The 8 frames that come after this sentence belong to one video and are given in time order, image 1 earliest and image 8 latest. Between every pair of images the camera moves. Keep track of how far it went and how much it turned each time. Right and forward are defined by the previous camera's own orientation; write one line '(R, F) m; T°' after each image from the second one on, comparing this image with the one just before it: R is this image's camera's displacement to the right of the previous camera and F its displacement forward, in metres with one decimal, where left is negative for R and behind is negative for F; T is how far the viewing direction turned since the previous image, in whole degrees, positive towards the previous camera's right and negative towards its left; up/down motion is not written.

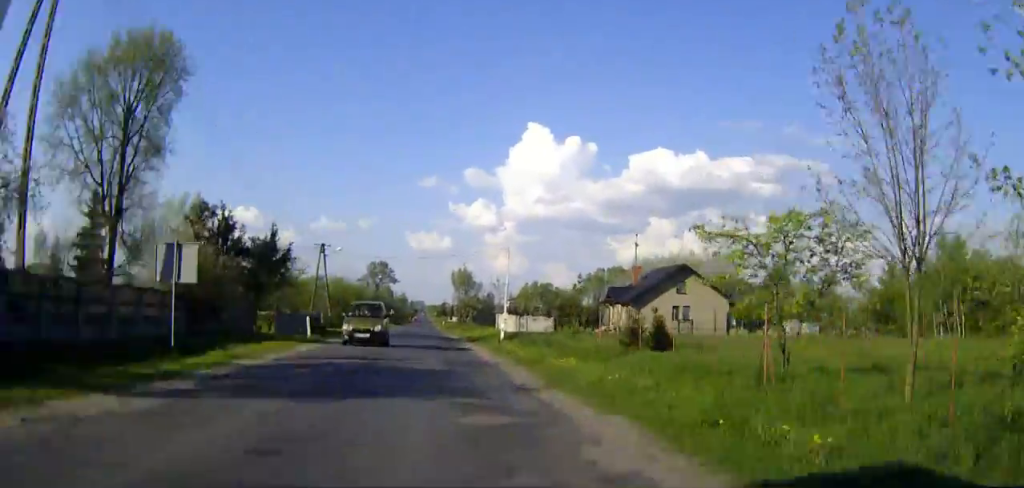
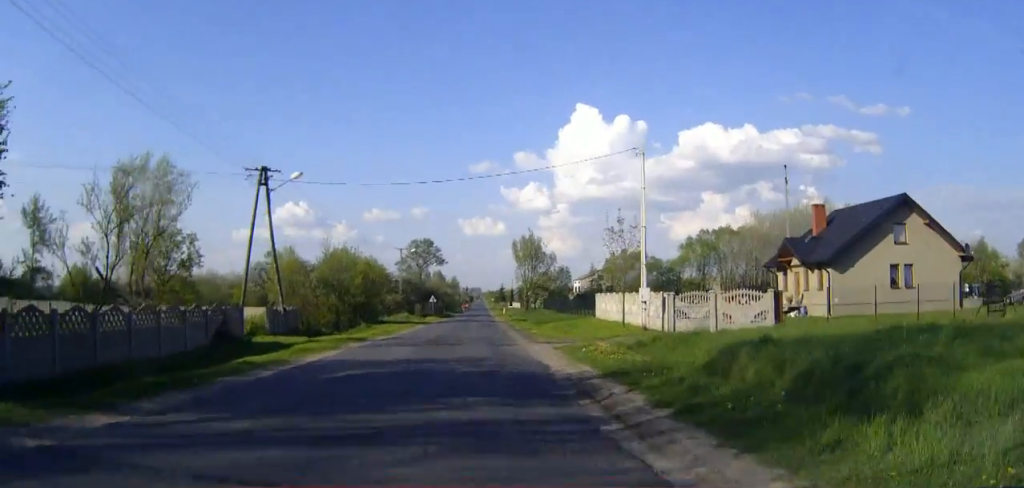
(-2.3, +34.4) m; -6°
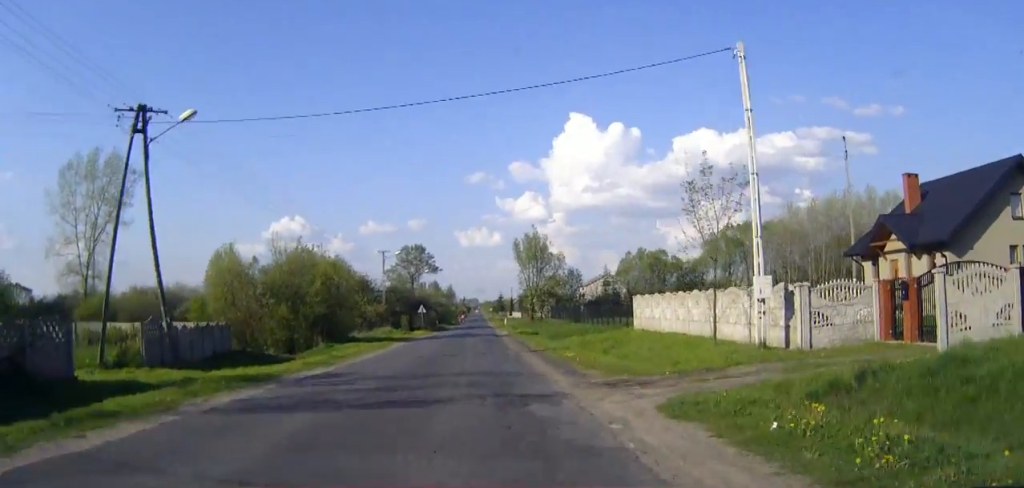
(0.0, +13.1) m; 0°
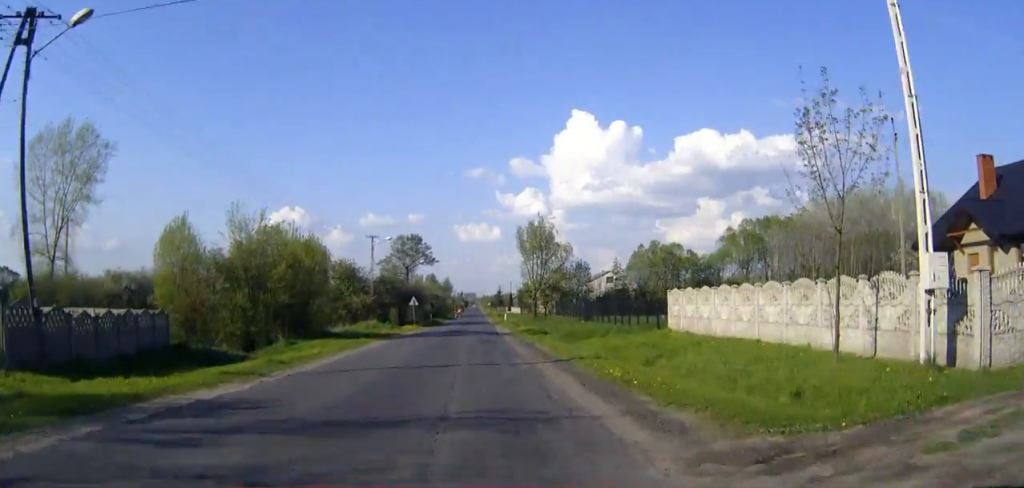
(0.0, +7.3) m; 0°
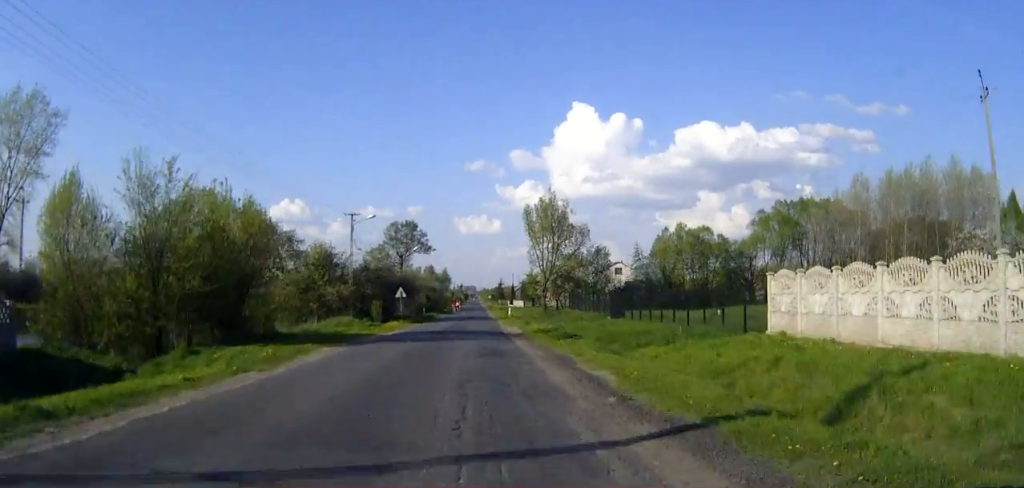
(0.0, +11.0) m; 0°
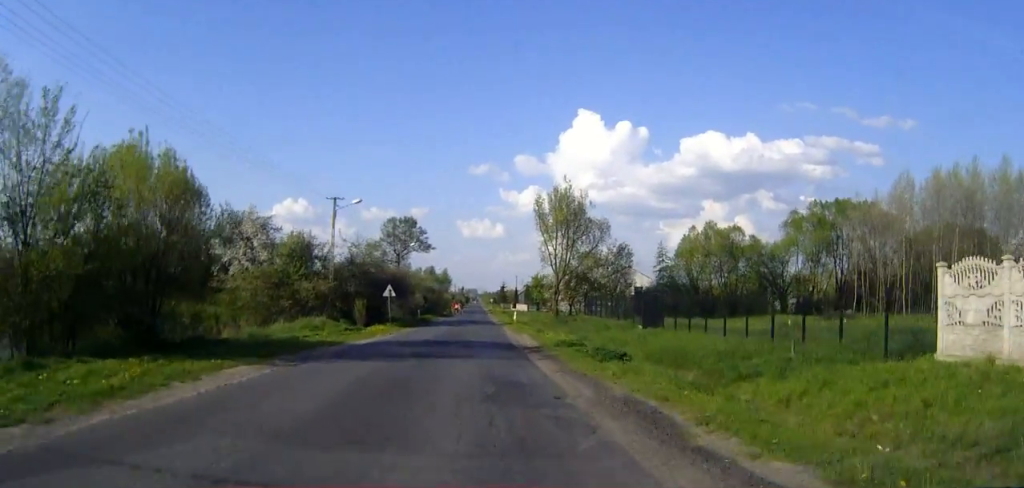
(0.0, +8.2) m; 0°
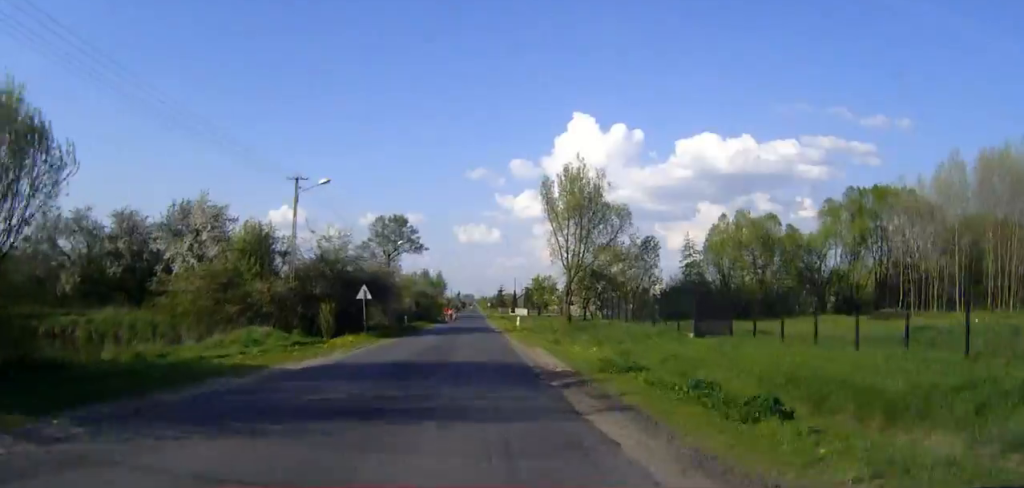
(0.0, +9.2) m; 0°
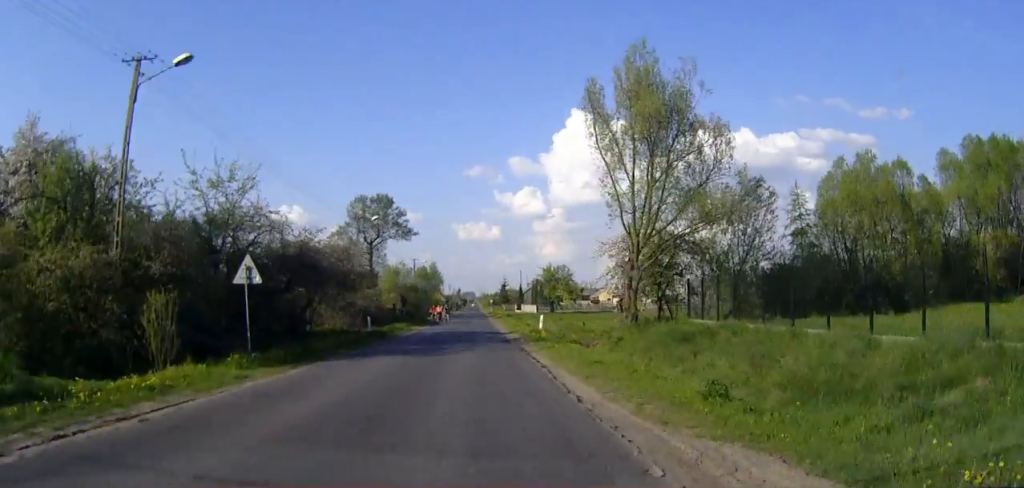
(+0.1, +19.5) m; 0°
